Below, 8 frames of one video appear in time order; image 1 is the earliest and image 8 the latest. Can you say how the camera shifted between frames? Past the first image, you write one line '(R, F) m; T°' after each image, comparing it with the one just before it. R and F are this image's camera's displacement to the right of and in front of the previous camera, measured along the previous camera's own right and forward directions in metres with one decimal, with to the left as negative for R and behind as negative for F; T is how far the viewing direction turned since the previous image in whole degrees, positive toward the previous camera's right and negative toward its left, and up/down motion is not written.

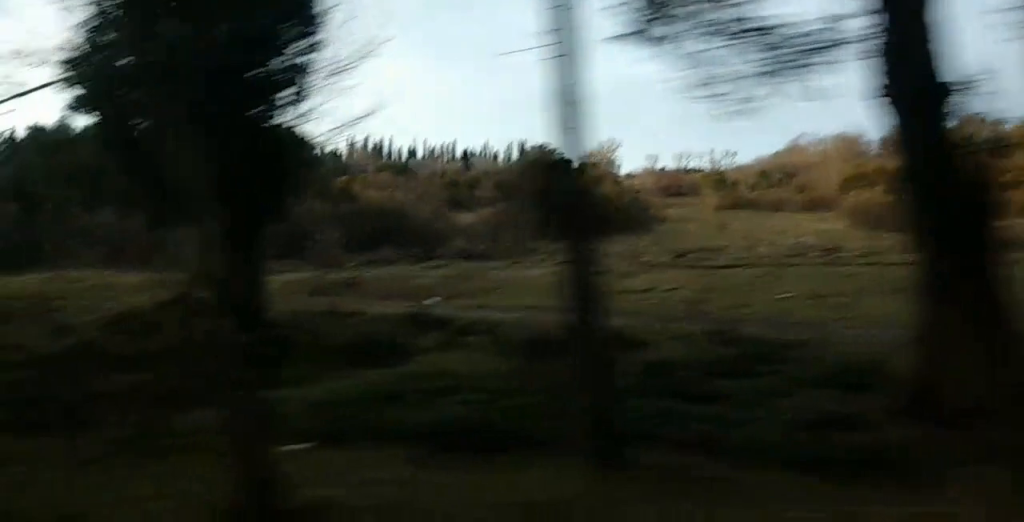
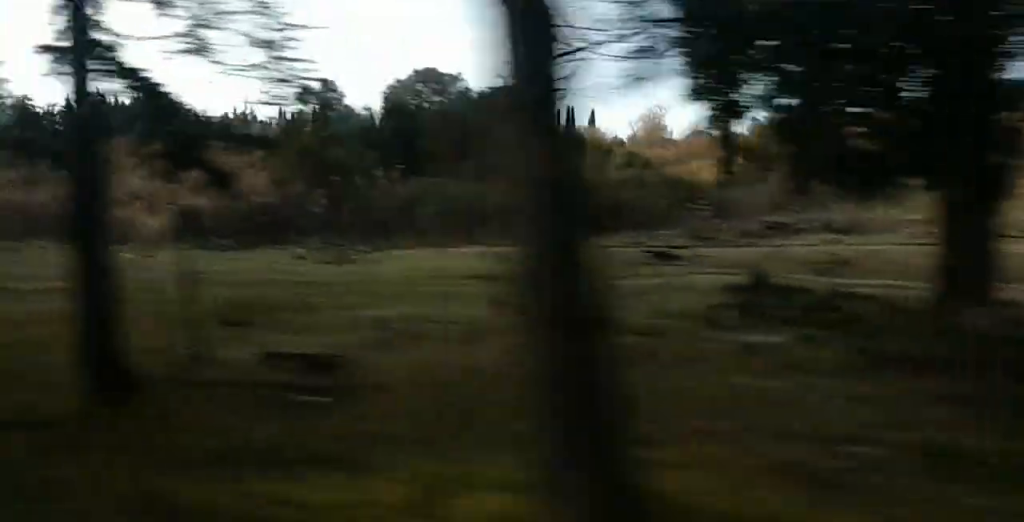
(-0.3, +11.7) m; +1°
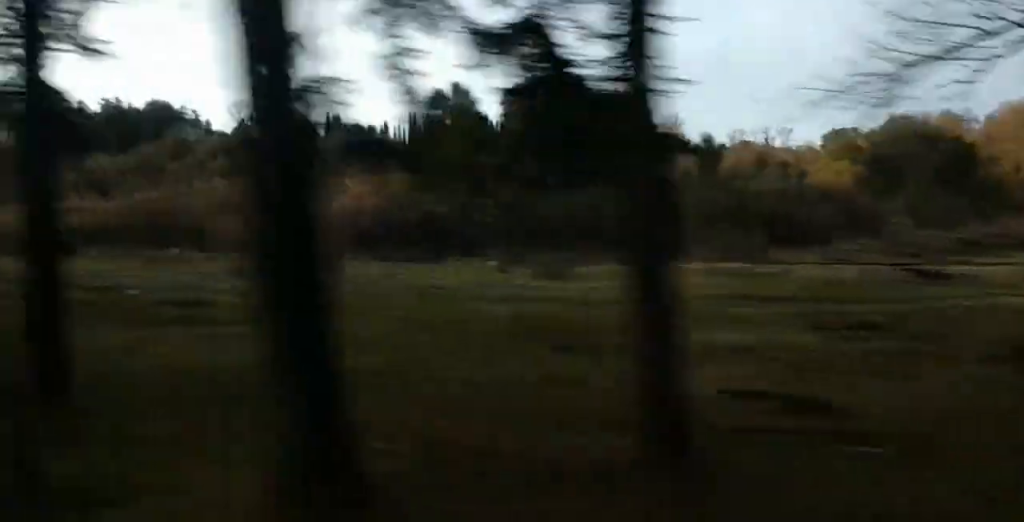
(-0.1, +5.8) m; +2°
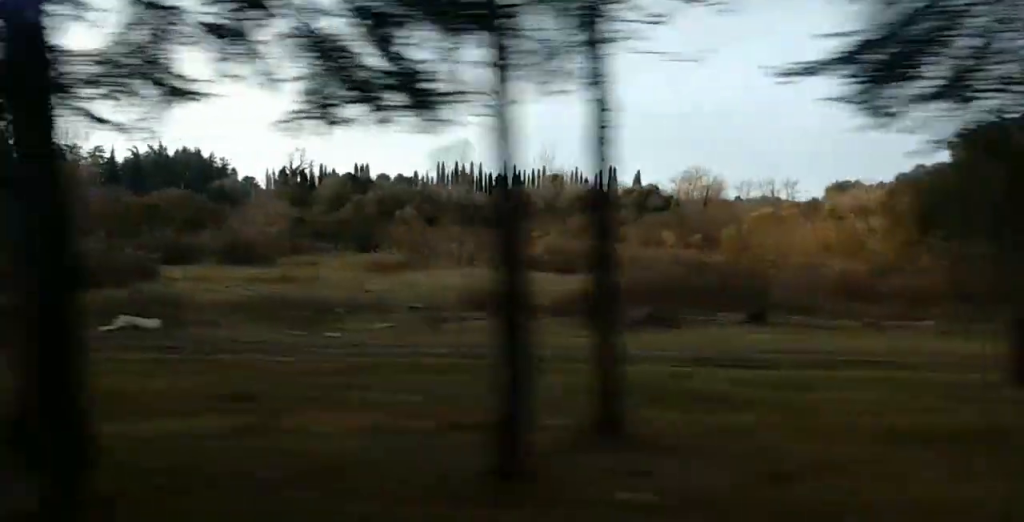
(+3.0, +24.8) m; +12°
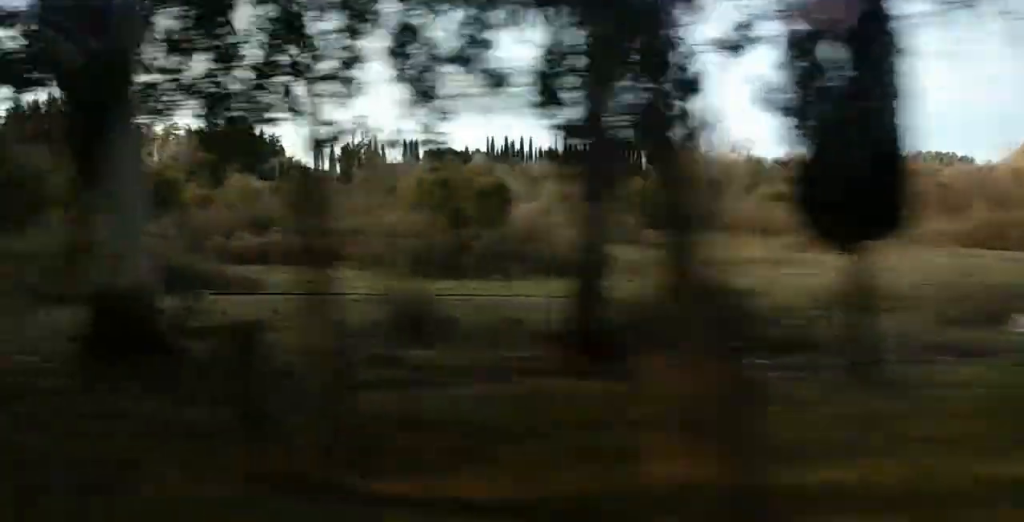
(+0.7, +27.3) m; +1°
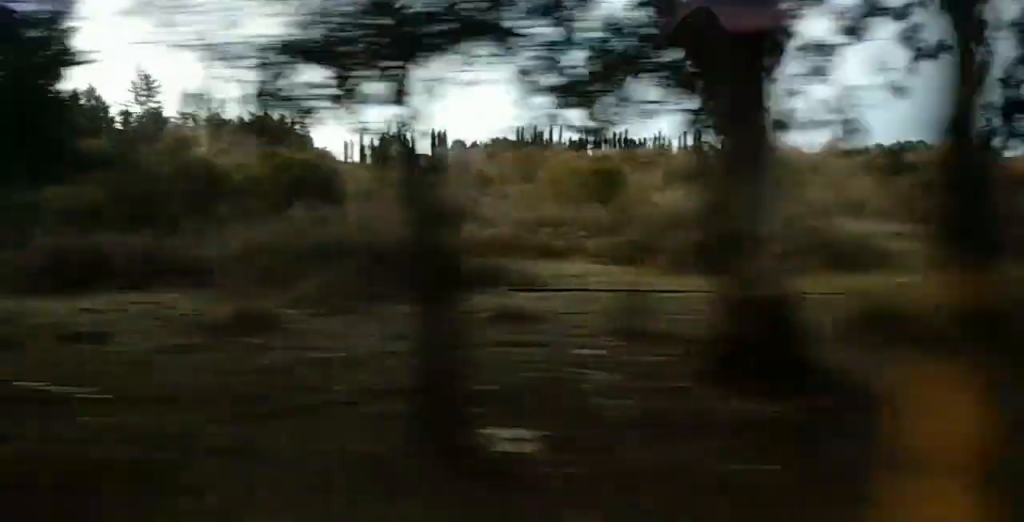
(0.0, +11.4) m; -2°
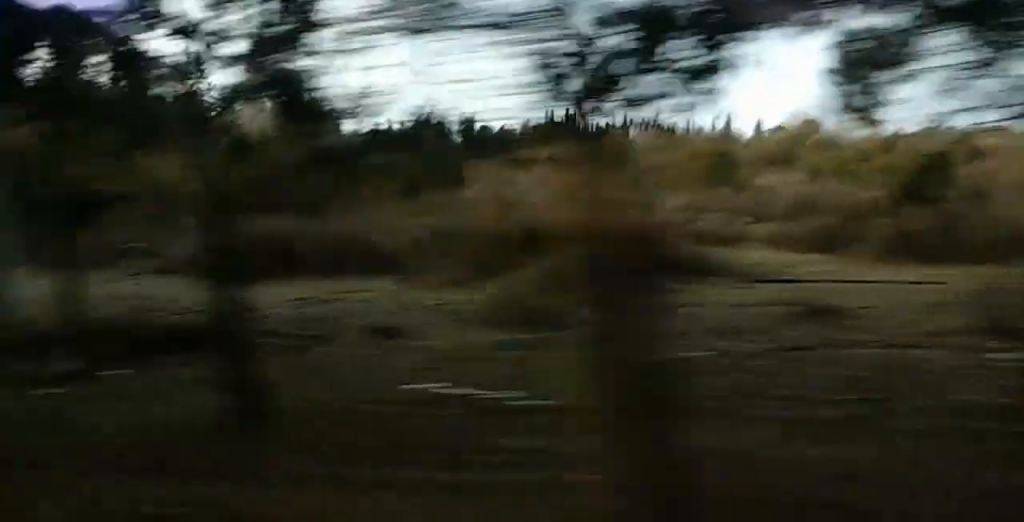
(+0.2, +6.9) m; -1°
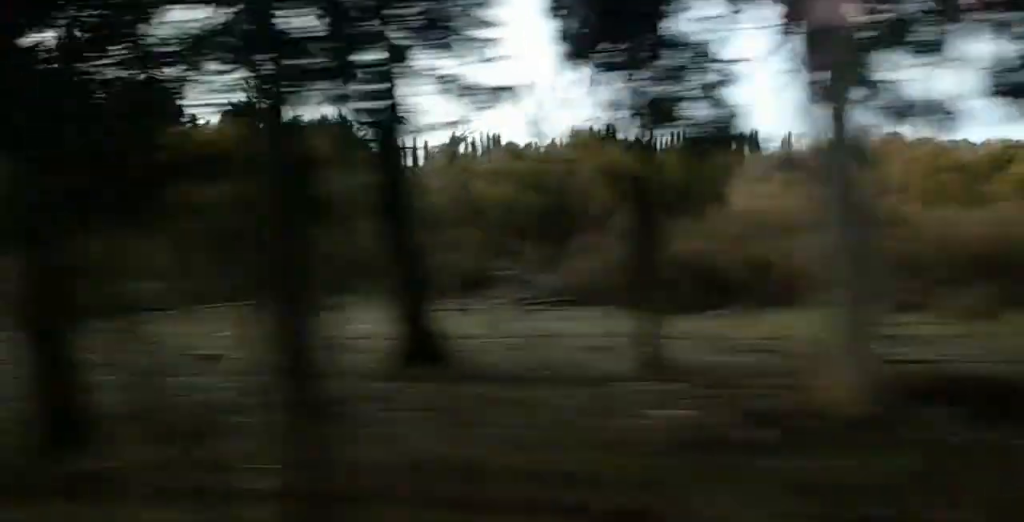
(-0.7, +13.9) m; -6°
